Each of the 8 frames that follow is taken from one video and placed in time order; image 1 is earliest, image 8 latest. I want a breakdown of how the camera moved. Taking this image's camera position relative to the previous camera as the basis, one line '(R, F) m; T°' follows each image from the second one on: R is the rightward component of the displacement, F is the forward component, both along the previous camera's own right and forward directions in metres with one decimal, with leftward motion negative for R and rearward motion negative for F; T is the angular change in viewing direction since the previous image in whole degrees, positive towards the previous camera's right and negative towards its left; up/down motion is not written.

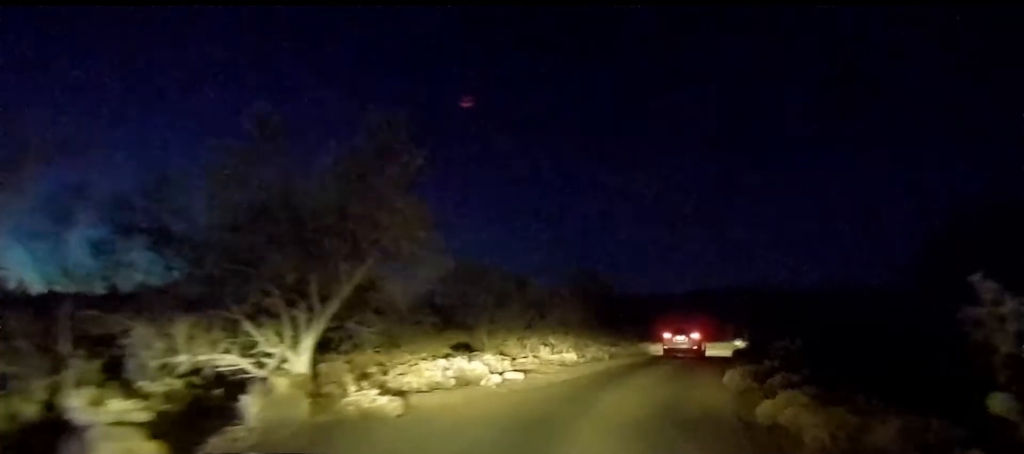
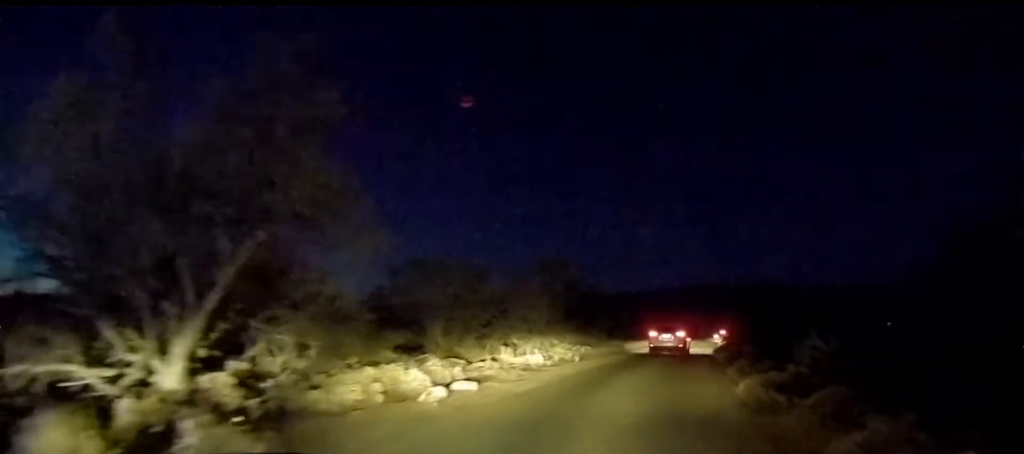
(0.0, +2.8) m; +2°
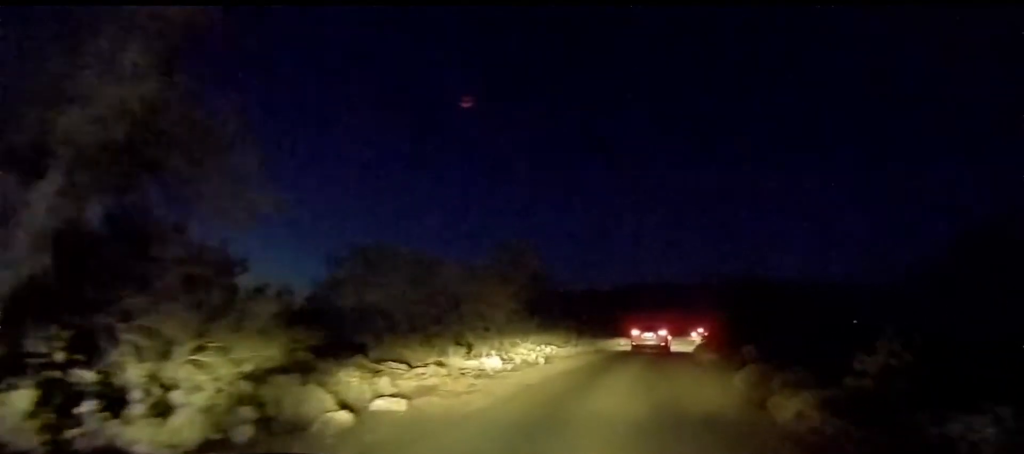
(0.0, +2.9) m; +4°
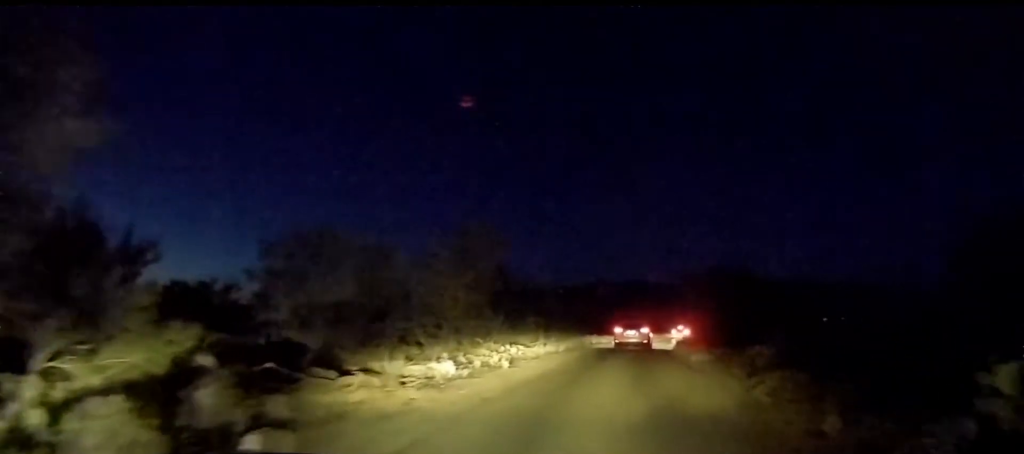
(-0.1, +2.7) m; +4°
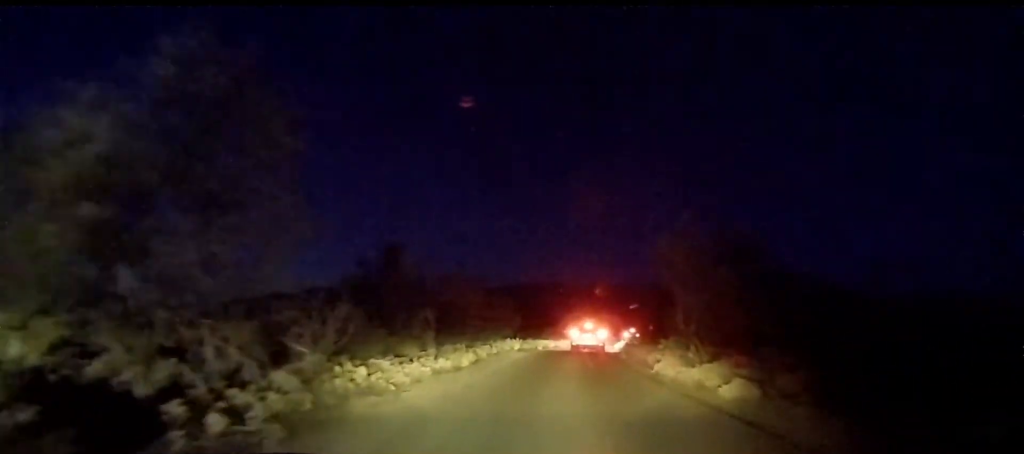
(+1.5, +9.6) m; +12°
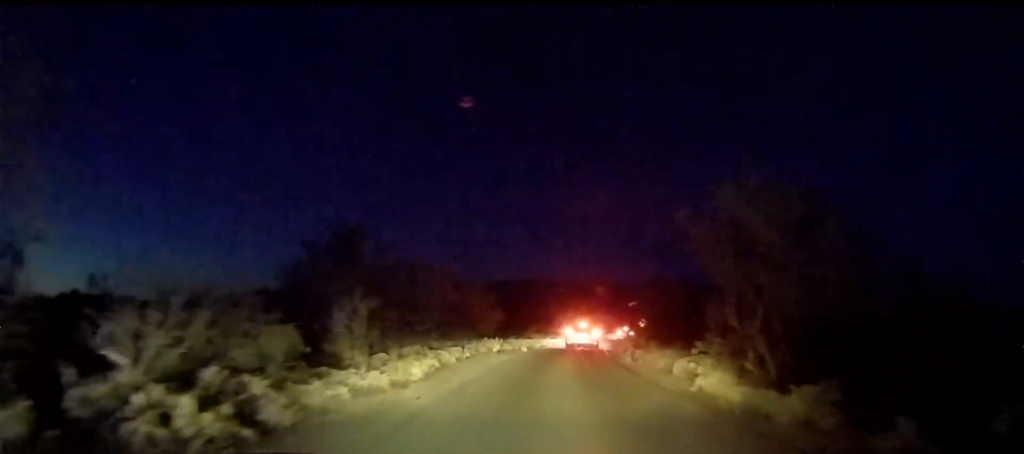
(+0.1, +4.8) m; +2°
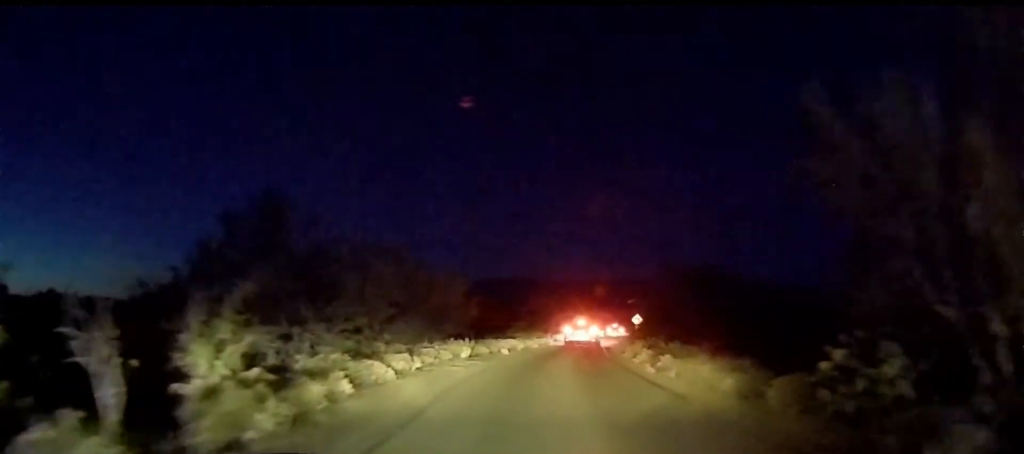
(+0.1, +5.9) m; +2°
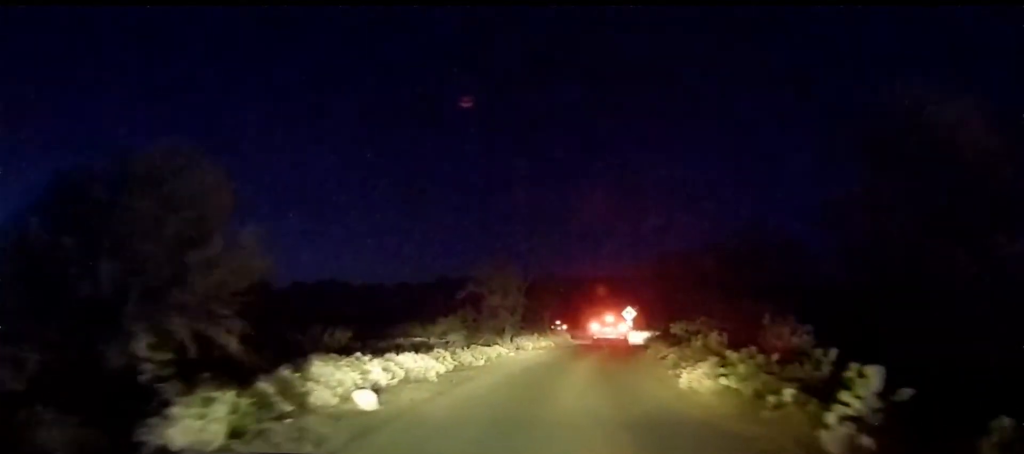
(+1.3, +17.2) m; +7°
